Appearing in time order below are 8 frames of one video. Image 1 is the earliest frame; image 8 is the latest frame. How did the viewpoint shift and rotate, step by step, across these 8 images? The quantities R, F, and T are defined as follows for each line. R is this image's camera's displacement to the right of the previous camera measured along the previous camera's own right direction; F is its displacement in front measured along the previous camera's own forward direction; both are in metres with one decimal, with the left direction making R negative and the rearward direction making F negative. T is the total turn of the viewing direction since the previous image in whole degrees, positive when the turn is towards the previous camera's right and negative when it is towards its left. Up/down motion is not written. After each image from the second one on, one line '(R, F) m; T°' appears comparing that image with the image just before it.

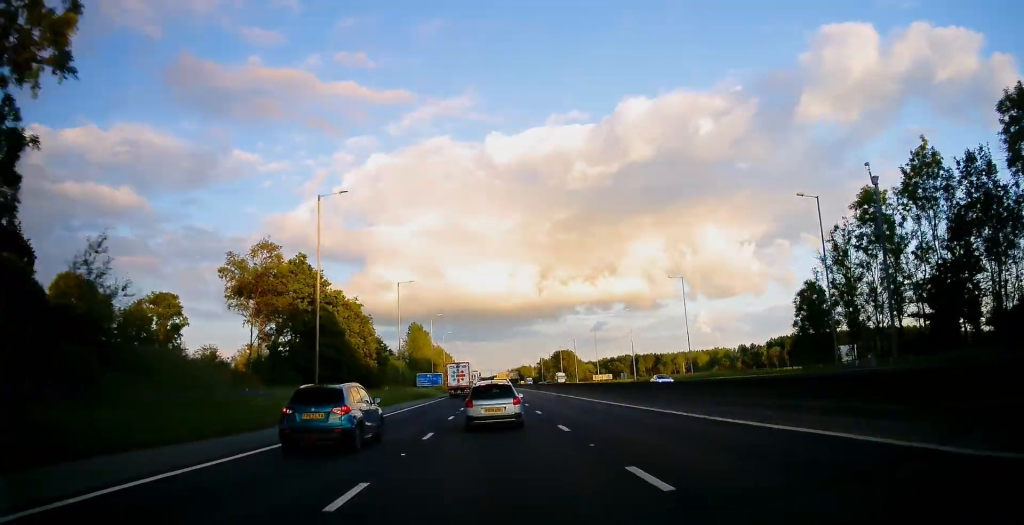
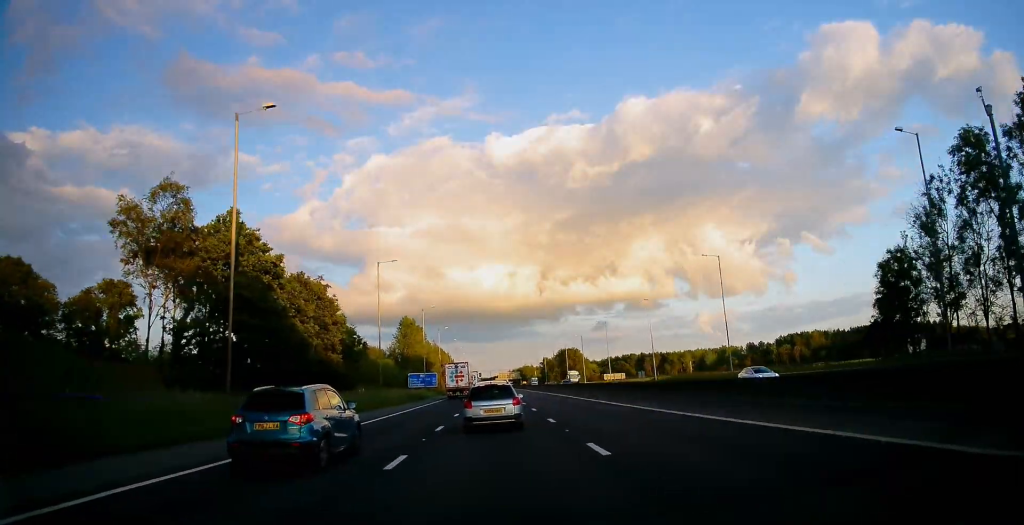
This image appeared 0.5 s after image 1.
(-0.3, +15.0) m; 0°
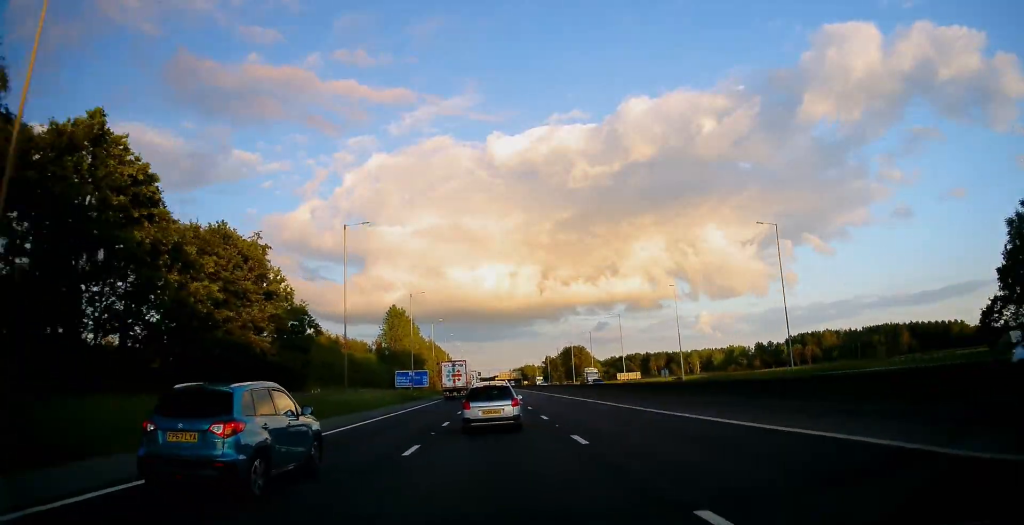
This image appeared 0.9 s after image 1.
(+0.1, +15.0) m; 0°
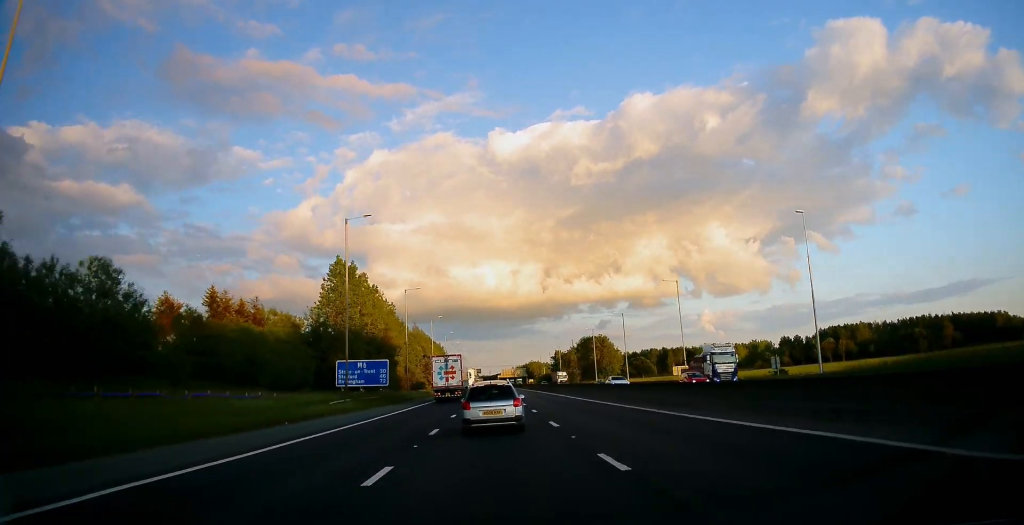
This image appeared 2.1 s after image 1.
(+0.3, +39.9) m; +1°
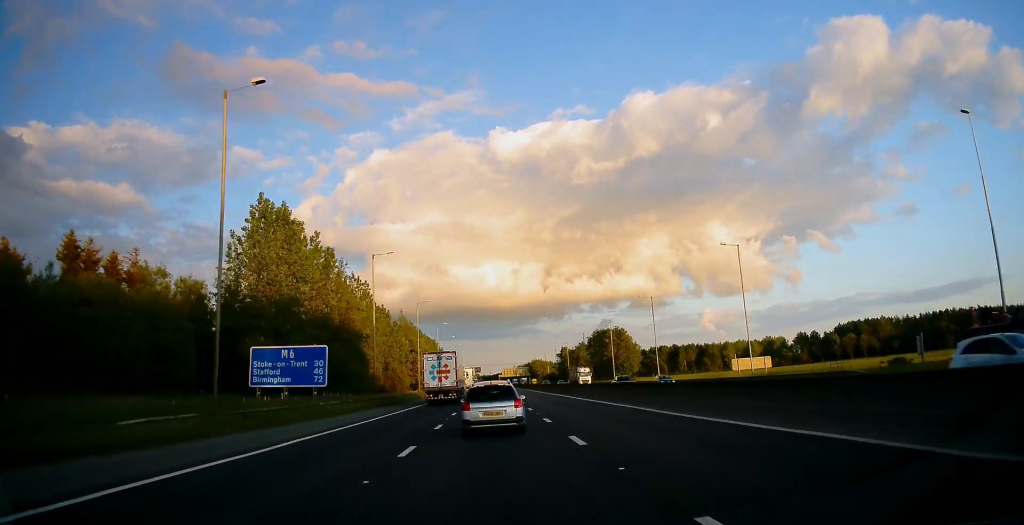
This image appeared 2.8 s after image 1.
(0.0, +23.5) m; 0°
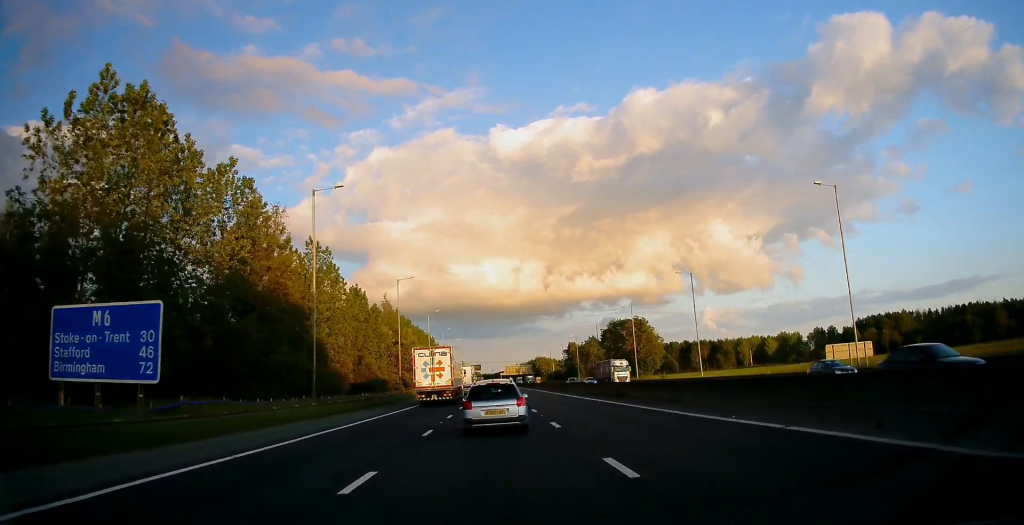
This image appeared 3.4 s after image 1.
(0.0, +20.0) m; 0°
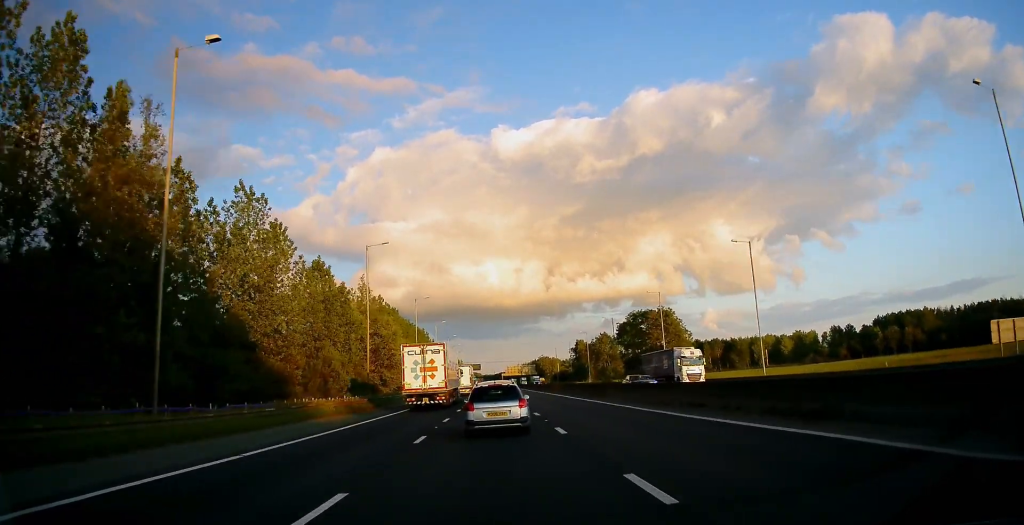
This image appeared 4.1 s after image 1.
(0.0, +19.9) m; -1°
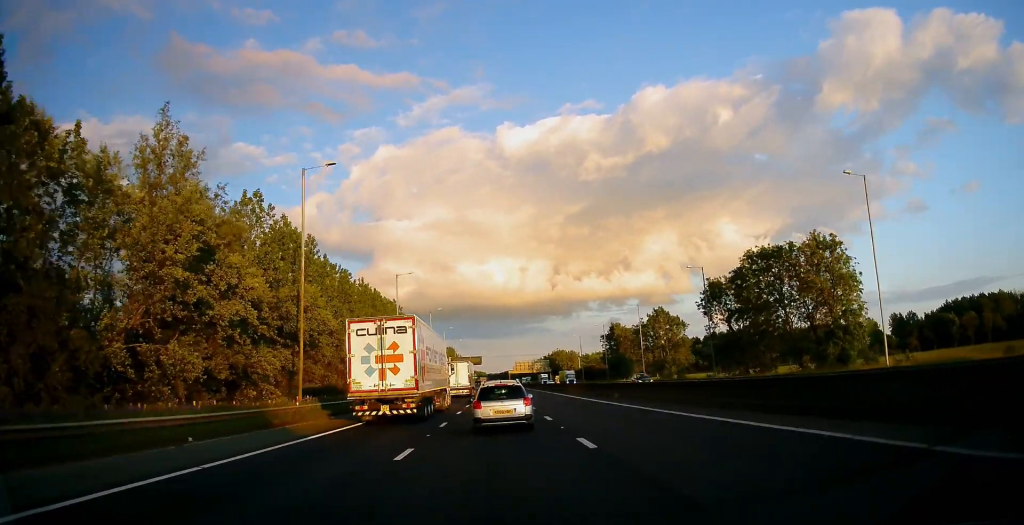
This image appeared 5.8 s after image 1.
(-0.7, +56.4) m; -1°
